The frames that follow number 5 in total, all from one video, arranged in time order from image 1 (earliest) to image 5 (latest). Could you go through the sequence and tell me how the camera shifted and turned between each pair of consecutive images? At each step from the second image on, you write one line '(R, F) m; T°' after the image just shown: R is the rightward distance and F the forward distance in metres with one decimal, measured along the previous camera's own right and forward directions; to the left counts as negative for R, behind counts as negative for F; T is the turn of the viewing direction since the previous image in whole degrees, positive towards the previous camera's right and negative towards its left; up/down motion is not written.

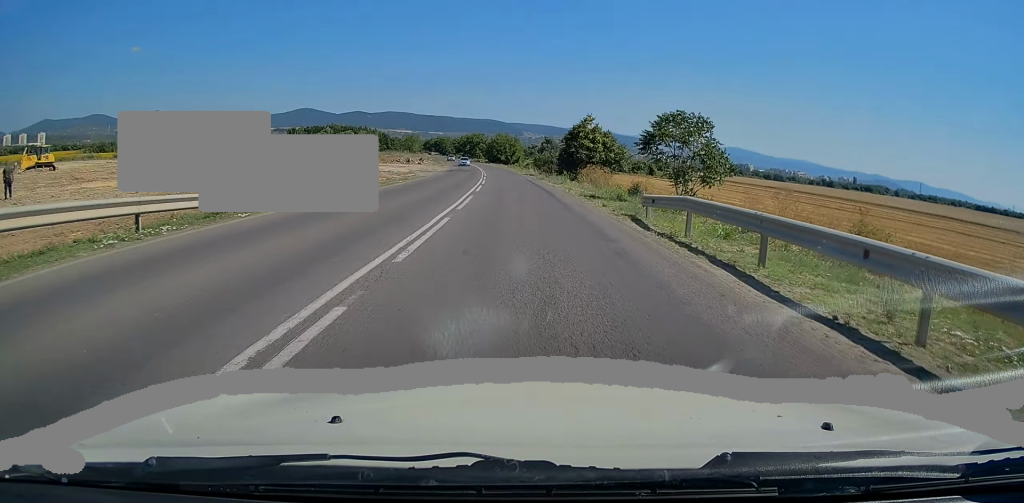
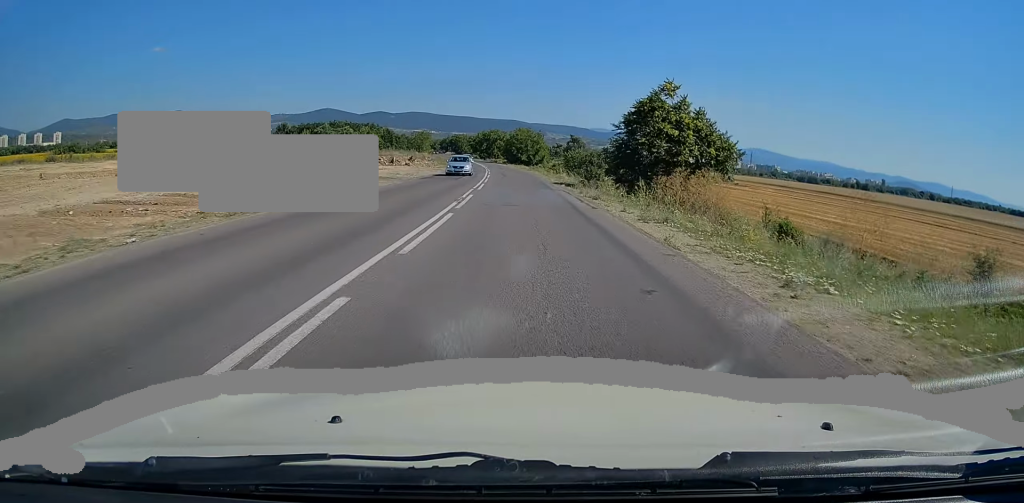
(-0.4, +27.5) m; -1°
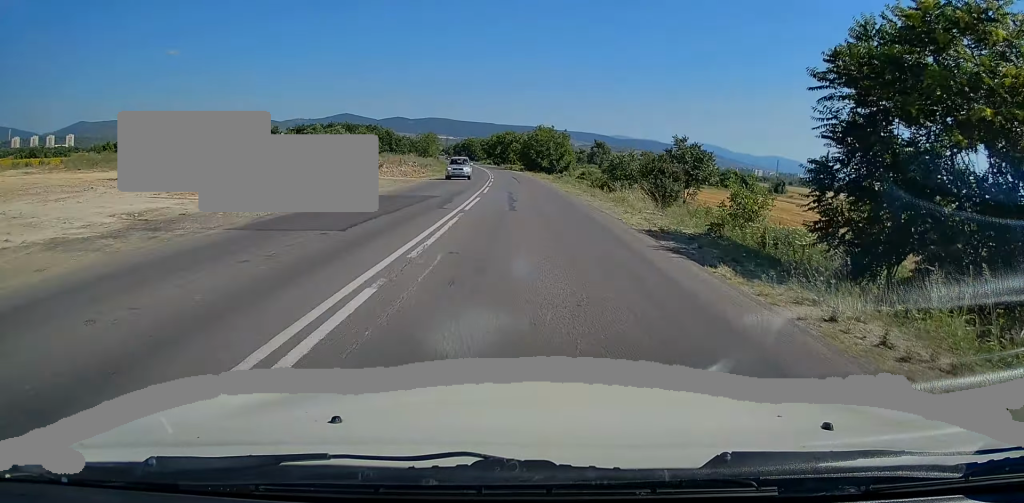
(-0.2, +26.1) m; -1°
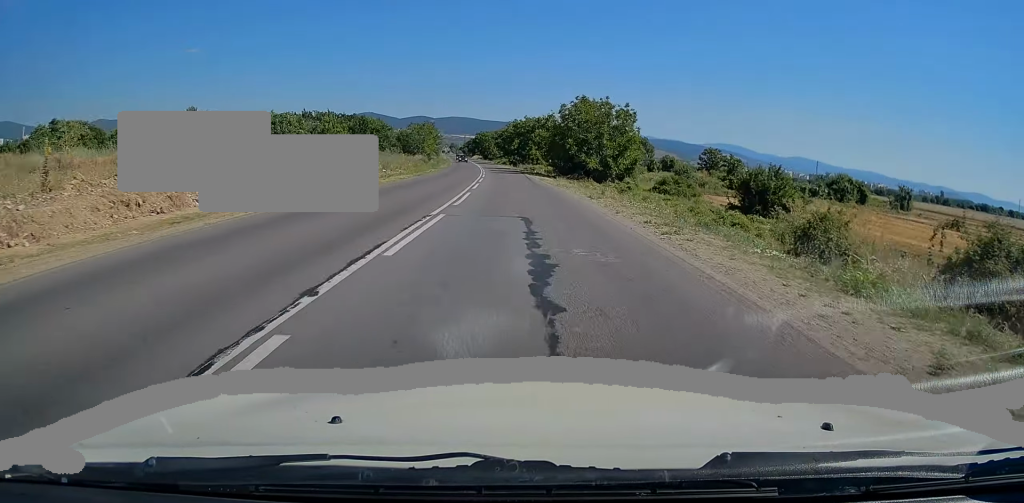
(-0.9, +46.4) m; -2°
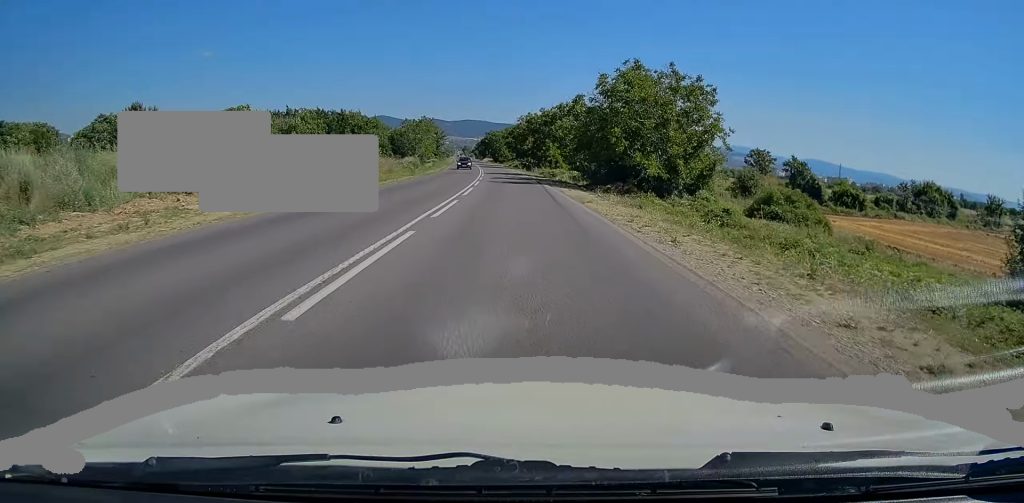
(-0.3, +21.8) m; -1°
